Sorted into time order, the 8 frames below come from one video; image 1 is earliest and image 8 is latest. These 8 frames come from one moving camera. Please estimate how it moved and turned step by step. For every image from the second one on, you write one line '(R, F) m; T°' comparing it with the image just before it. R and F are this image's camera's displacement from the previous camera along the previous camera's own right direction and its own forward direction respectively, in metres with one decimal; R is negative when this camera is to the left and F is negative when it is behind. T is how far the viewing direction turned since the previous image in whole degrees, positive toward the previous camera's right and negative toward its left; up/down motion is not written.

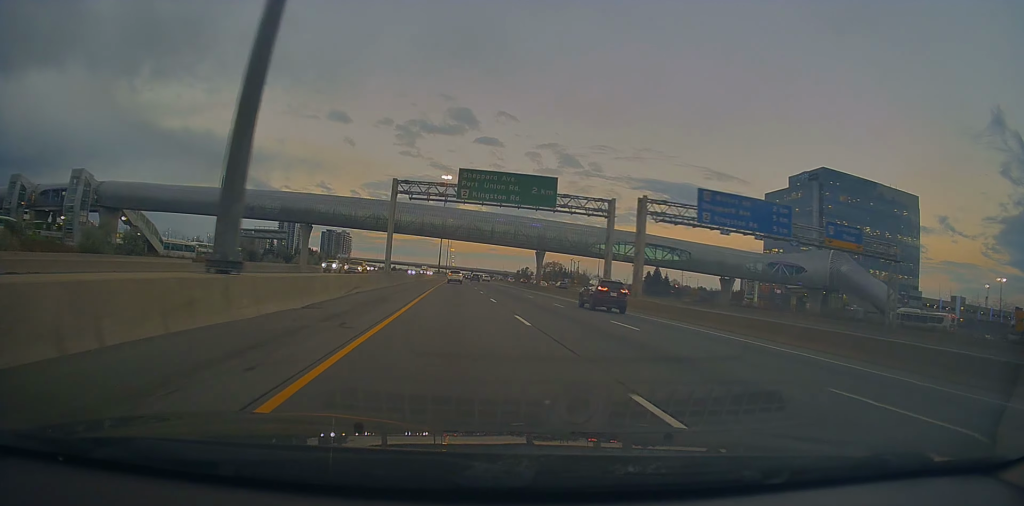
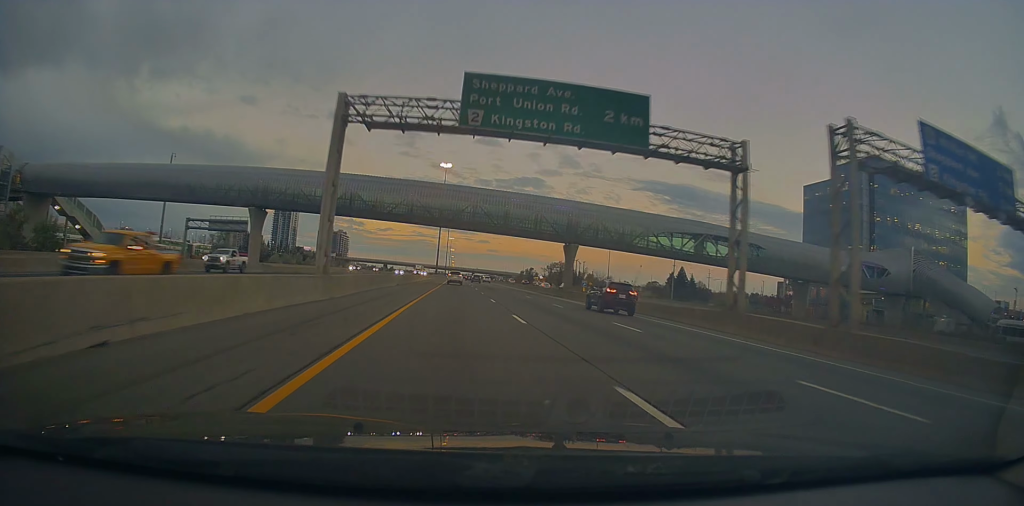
(0.0, +24.0) m; 0°
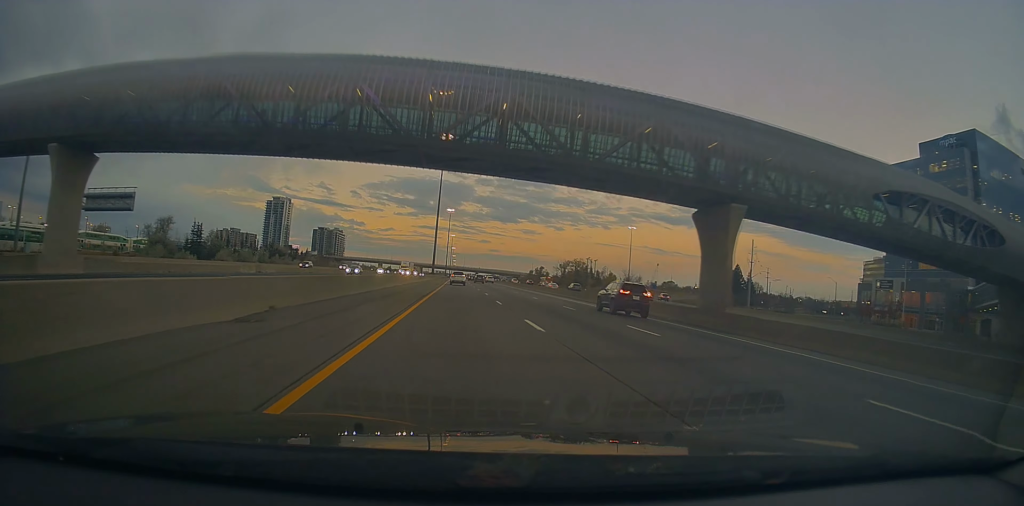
(+0.3, +38.4) m; 0°
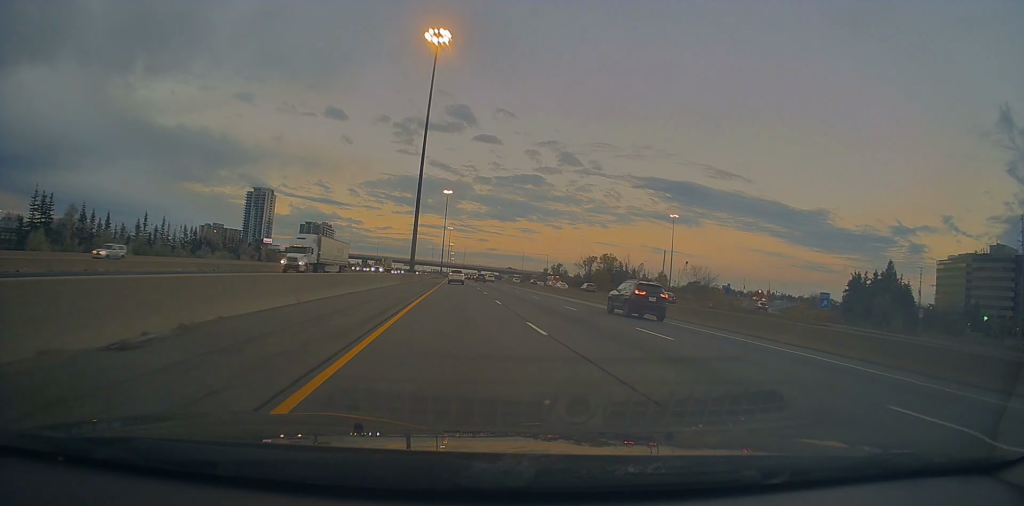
(-0.3, +62.4) m; -1°
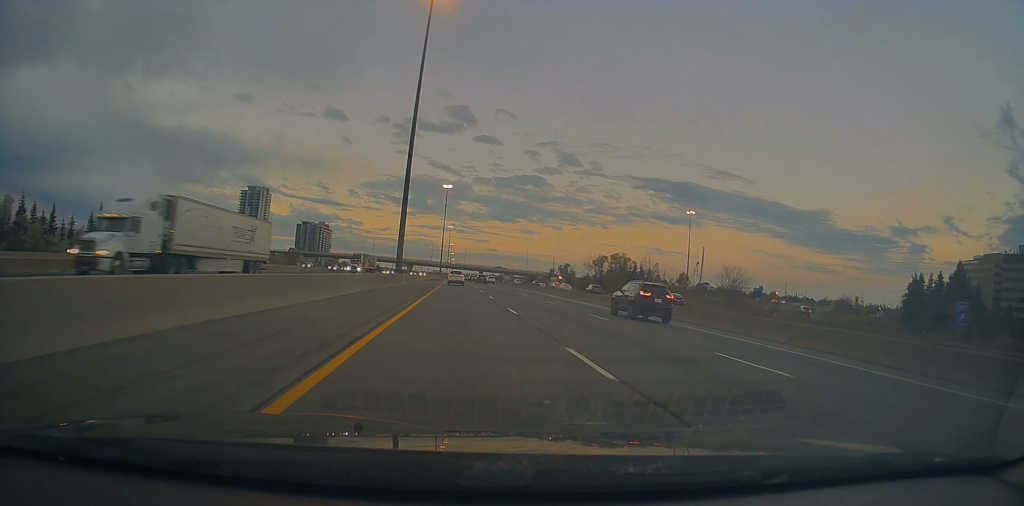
(-0.2, +18.0) m; 0°
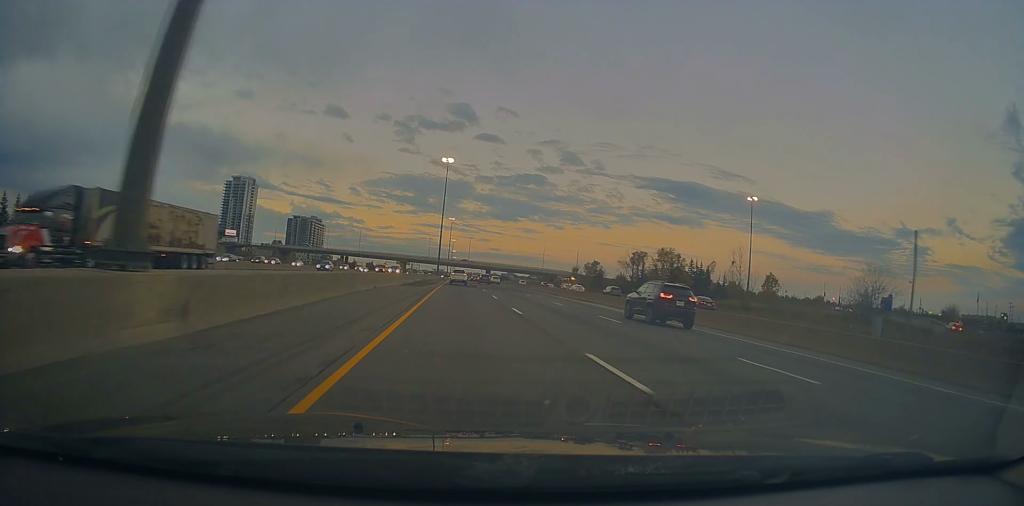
(+0.3, +49.1) m; 0°
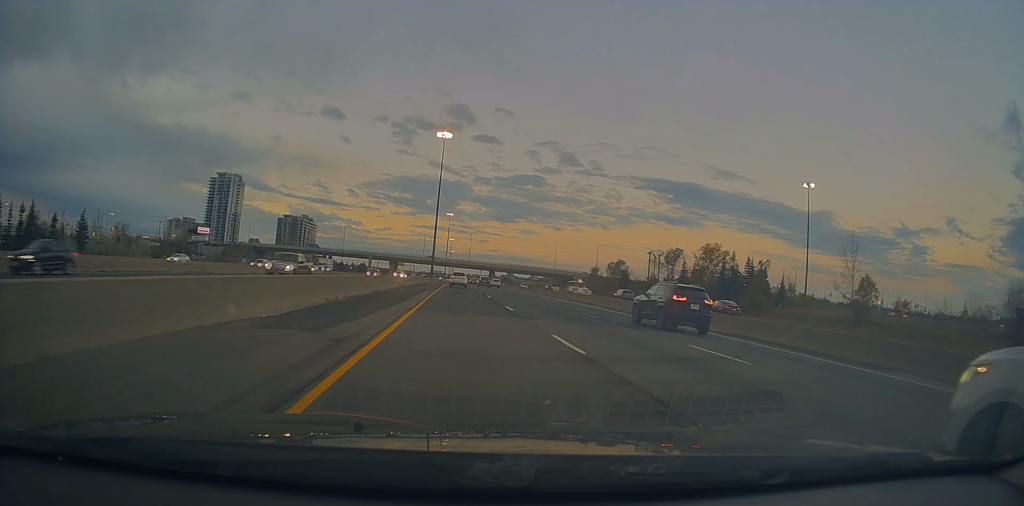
(-0.2, +33.6) m; 0°
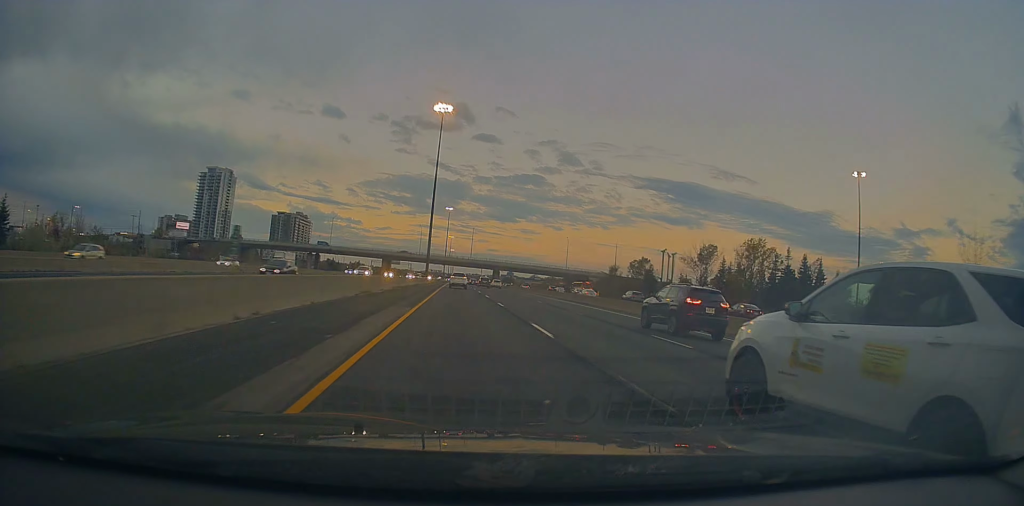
(+0.2, +22.7) m; 0°
